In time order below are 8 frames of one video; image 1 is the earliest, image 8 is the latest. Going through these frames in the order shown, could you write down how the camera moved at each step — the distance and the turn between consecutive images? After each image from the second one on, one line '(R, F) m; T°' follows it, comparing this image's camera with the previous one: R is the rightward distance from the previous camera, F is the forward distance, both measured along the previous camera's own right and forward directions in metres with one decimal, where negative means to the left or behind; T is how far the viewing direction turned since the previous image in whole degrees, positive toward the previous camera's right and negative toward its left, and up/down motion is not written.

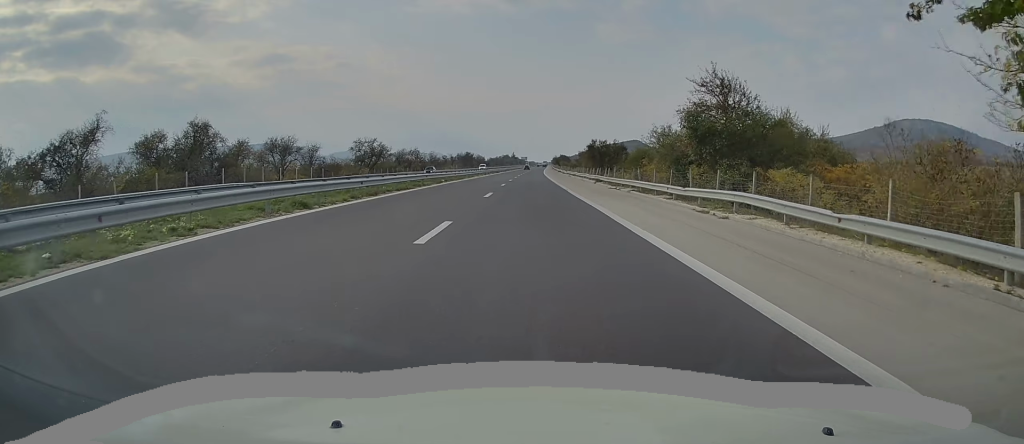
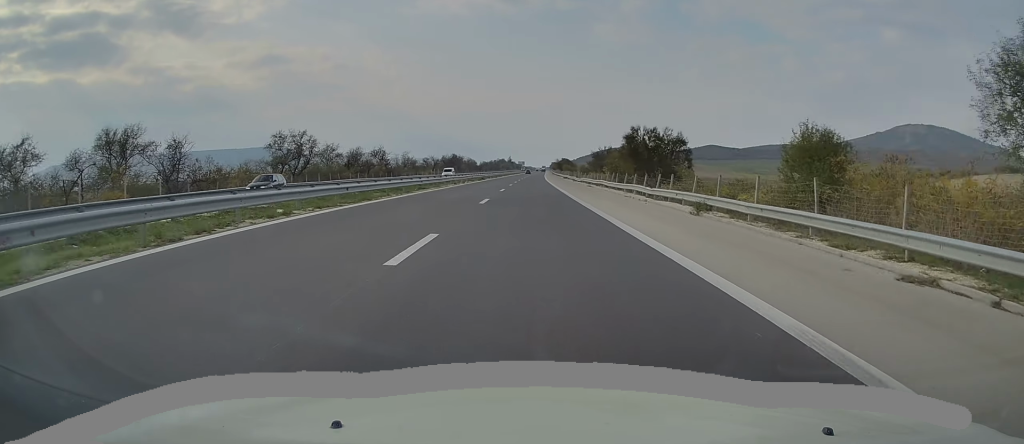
(+0.4, +33.4) m; 0°
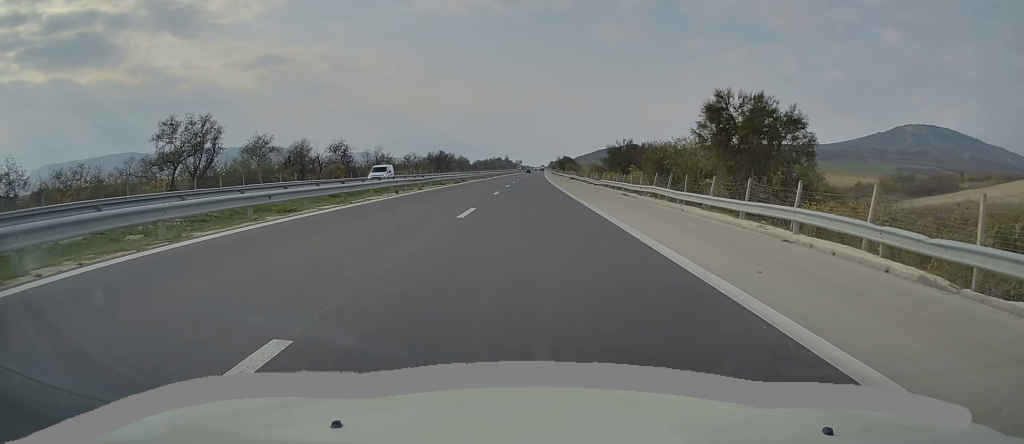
(-0.3, +23.2) m; 0°
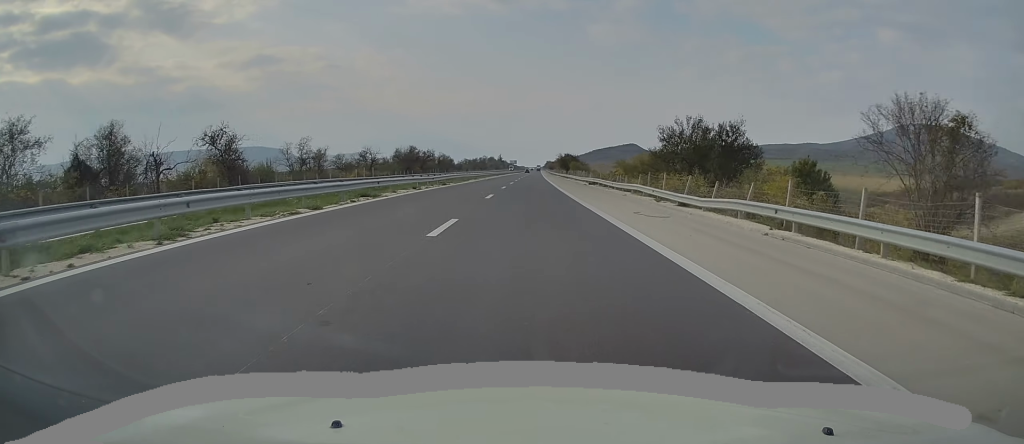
(+0.5, +36.0) m; +1°
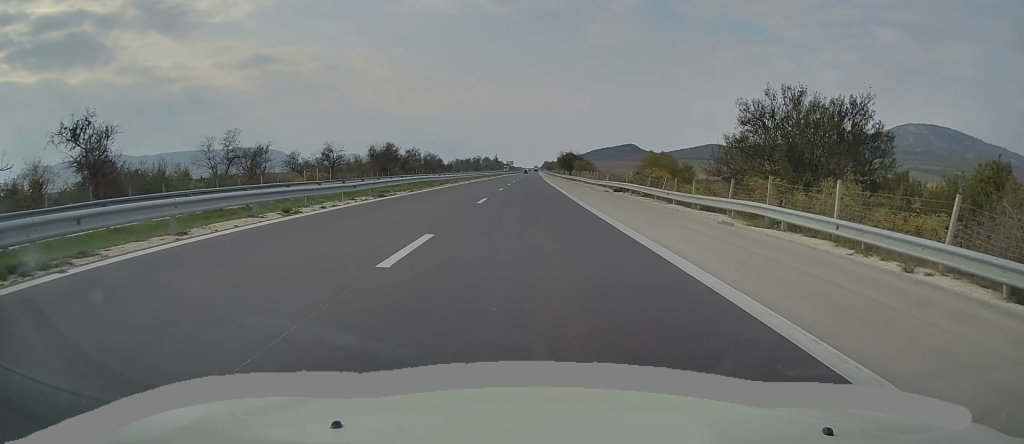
(0.0, +19.3) m; 0°
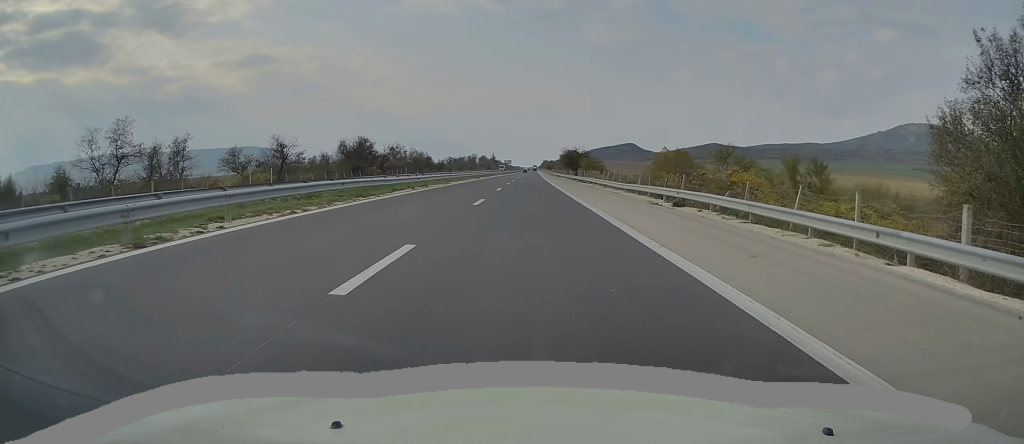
(0.0, +17.5) m; 0°
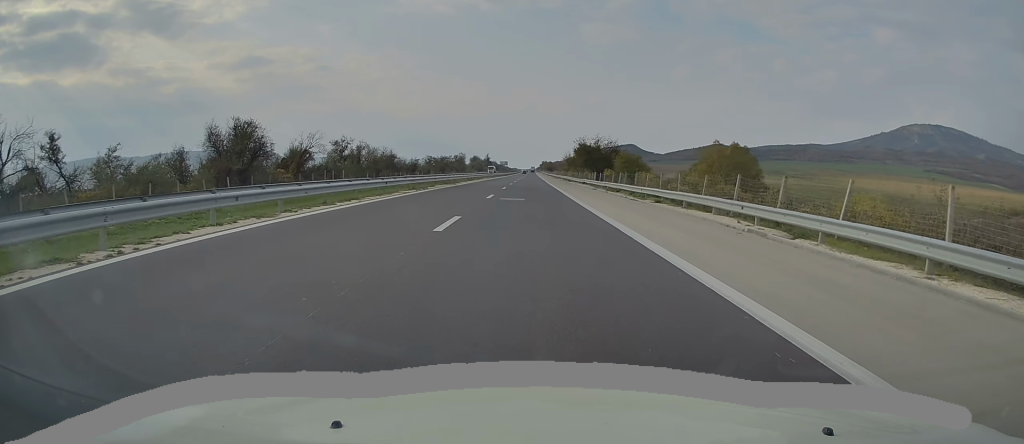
(+0.1, +40.5) m; +1°
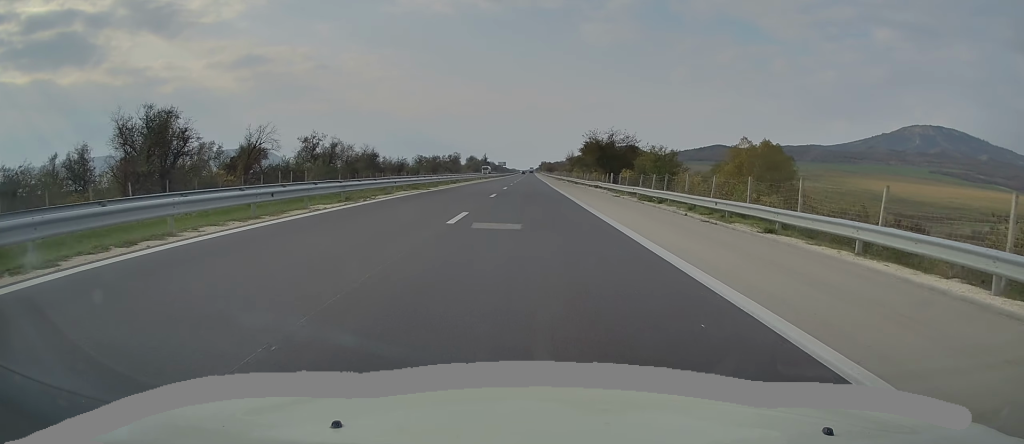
(+0.2, +13.7) m; 0°
